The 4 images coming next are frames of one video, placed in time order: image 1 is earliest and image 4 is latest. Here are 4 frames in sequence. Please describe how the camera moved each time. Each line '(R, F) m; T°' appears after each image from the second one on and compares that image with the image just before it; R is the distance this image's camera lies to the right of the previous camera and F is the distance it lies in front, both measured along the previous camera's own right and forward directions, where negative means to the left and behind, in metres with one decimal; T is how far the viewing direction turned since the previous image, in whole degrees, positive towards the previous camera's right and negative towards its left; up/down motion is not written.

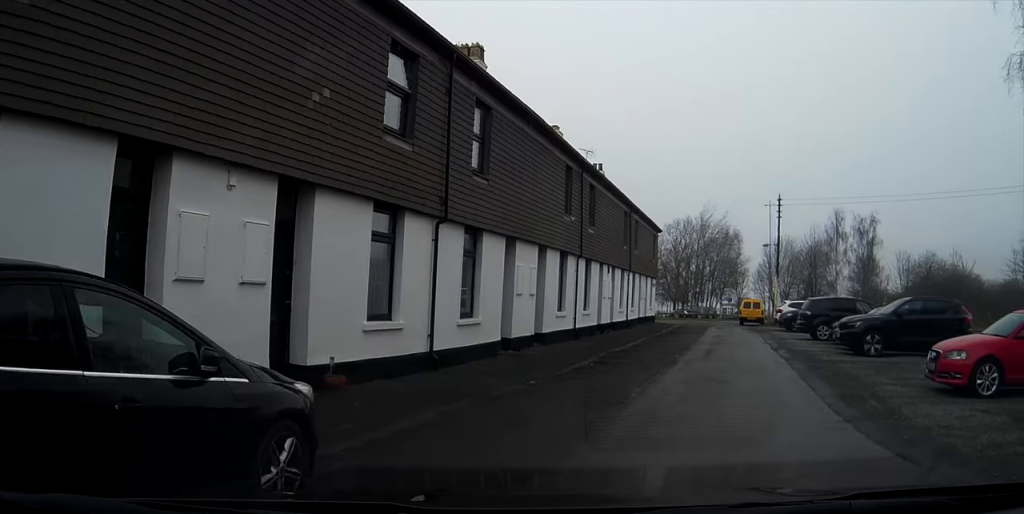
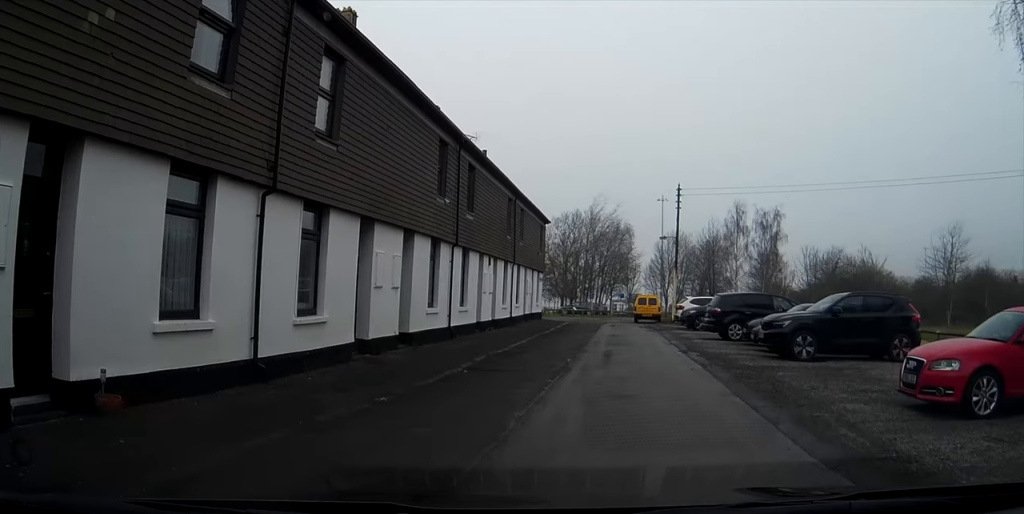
(+0.2, +3.0) m; +6°
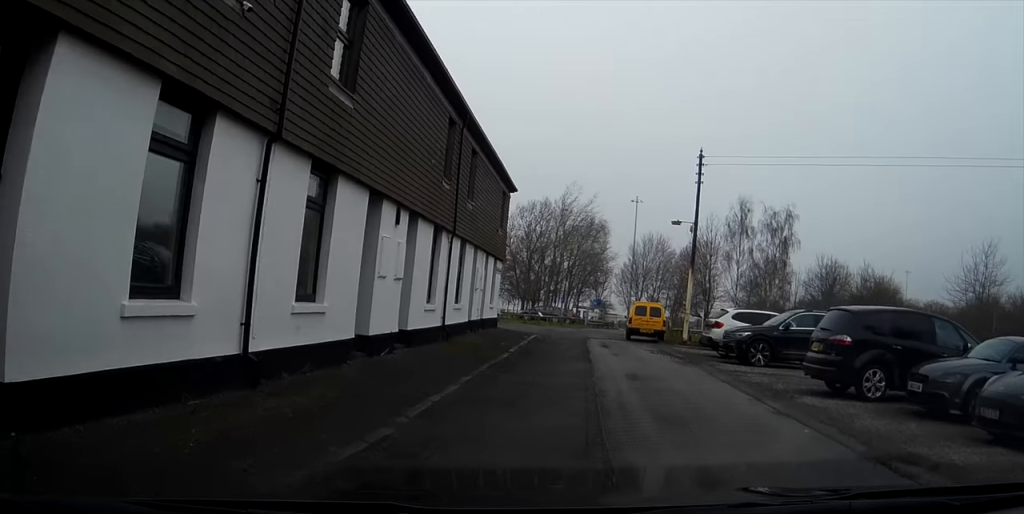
(+1.0, +13.0) m; +8°
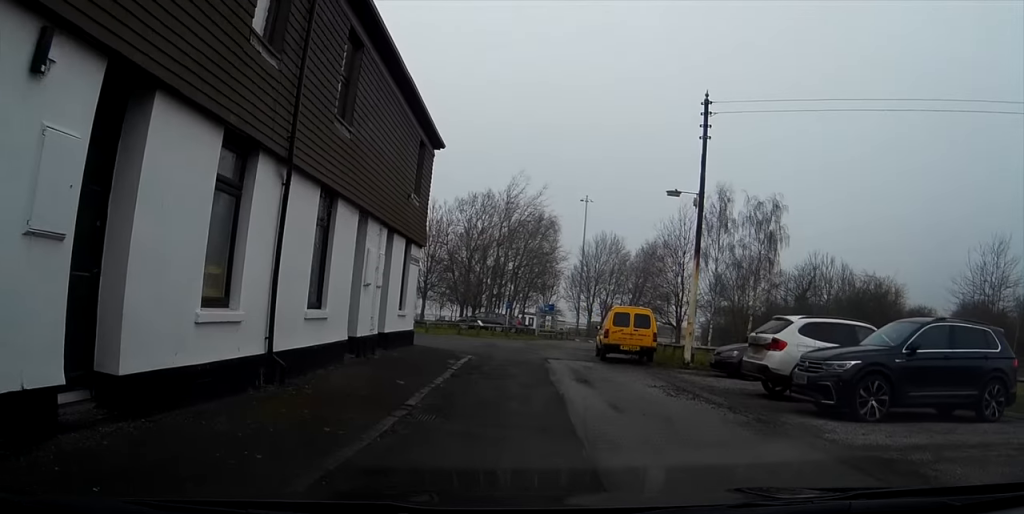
(+1.0, +9.5) m; +12°
